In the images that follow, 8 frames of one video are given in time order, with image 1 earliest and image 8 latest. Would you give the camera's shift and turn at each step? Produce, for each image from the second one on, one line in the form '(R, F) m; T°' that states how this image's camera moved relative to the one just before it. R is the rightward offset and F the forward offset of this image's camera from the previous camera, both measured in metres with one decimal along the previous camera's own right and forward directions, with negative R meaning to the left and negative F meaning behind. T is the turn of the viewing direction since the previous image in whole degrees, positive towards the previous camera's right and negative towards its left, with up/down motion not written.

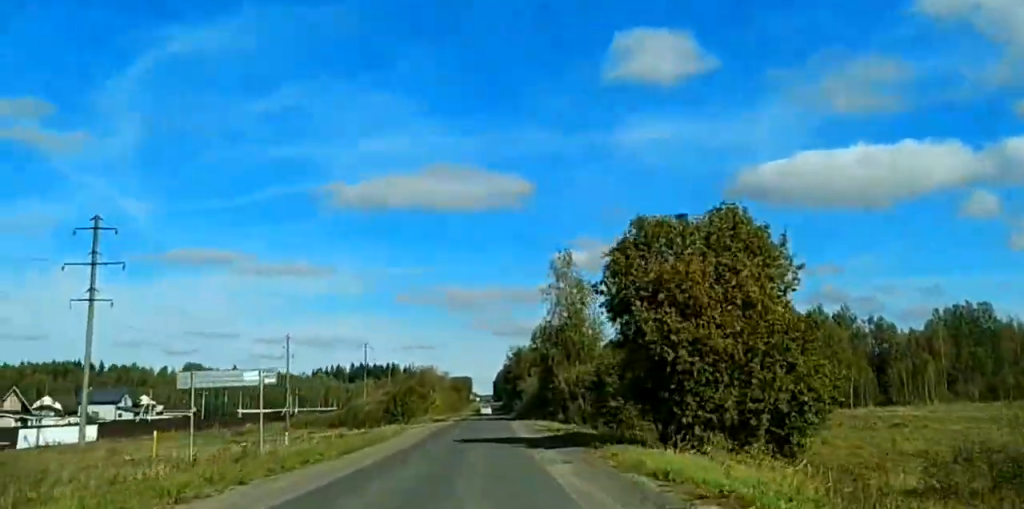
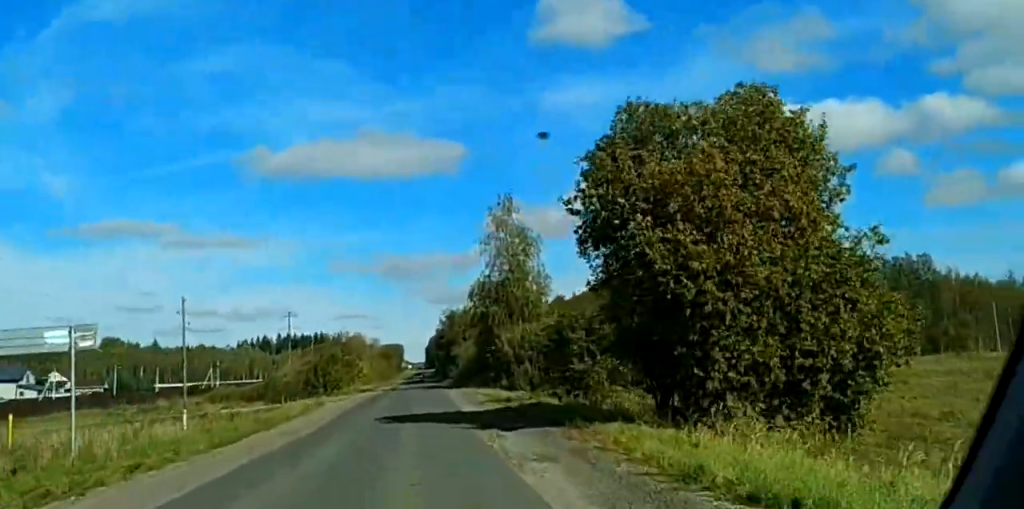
(-0.2, +9.8) m; -1°
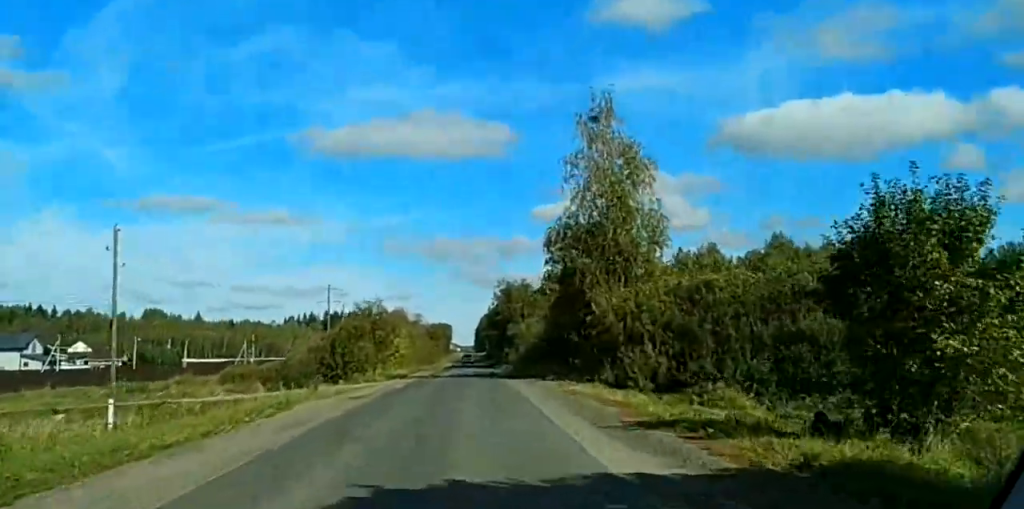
(-0.4, +24.6) m; -1°
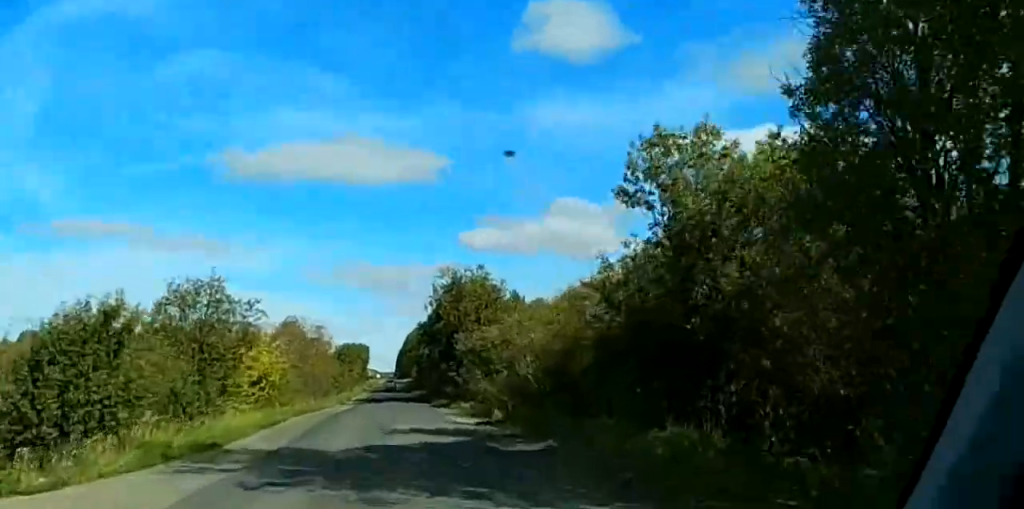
(+0.1, +44.6) m; +1°
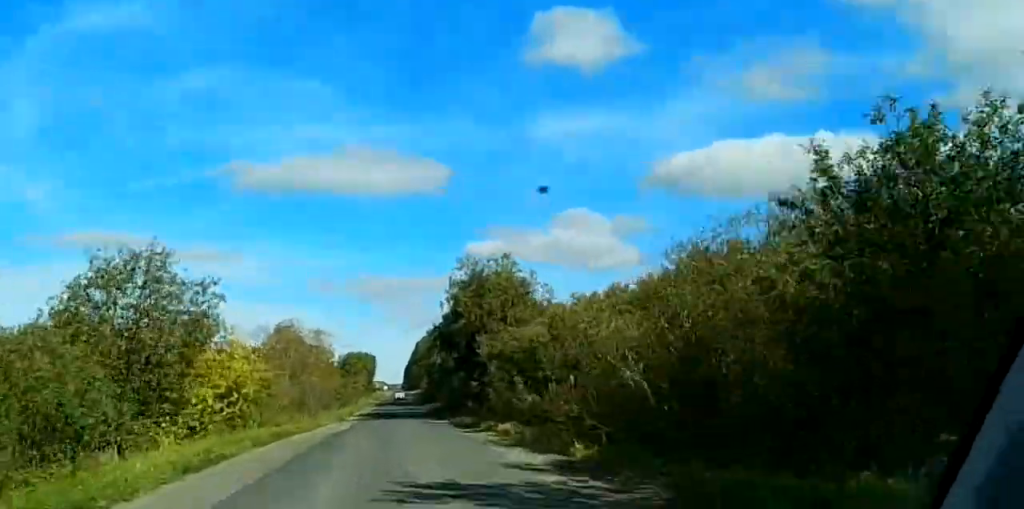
(+0.1, +13.0) m; 0°
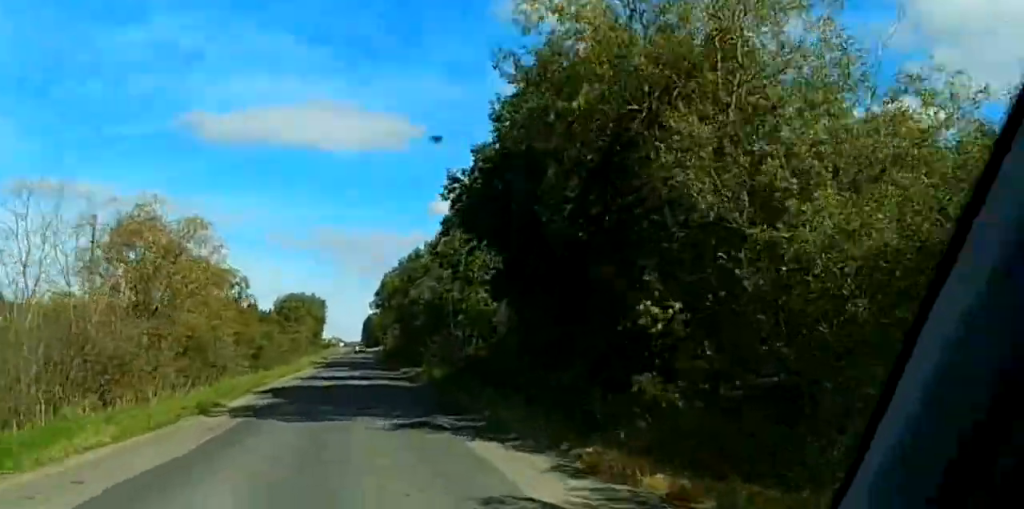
(+0.4, +48.3) m; +1°
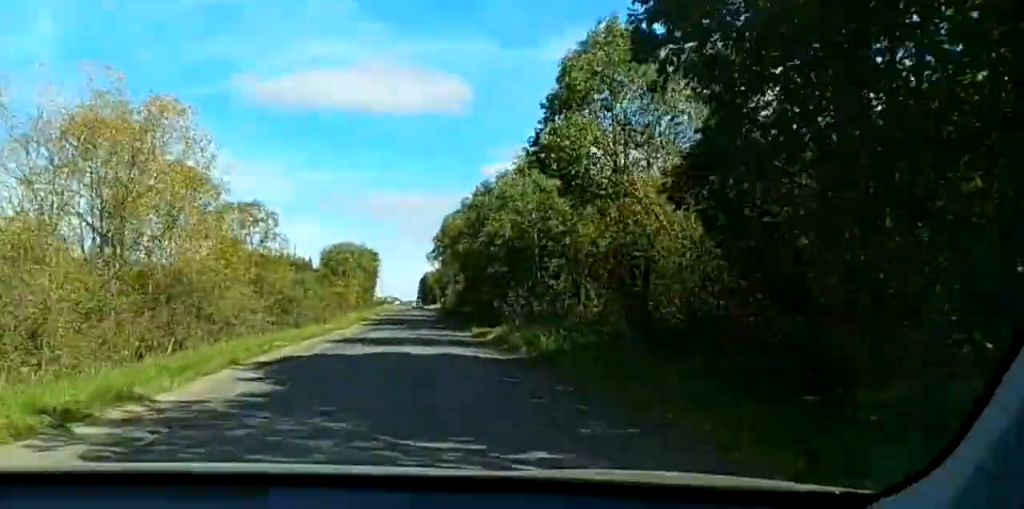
(0.0, +17.1) m; 0°
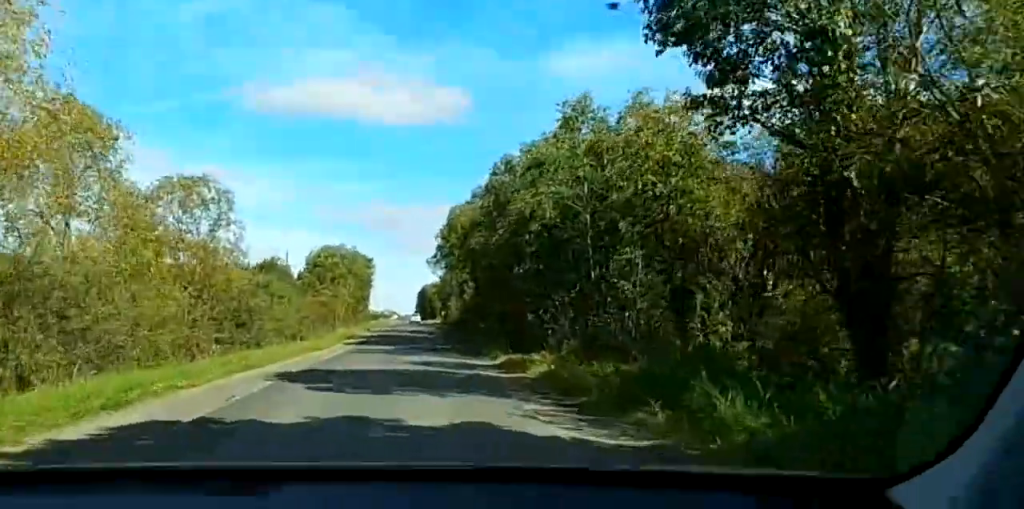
(0.0, +15.0) m; 0°
